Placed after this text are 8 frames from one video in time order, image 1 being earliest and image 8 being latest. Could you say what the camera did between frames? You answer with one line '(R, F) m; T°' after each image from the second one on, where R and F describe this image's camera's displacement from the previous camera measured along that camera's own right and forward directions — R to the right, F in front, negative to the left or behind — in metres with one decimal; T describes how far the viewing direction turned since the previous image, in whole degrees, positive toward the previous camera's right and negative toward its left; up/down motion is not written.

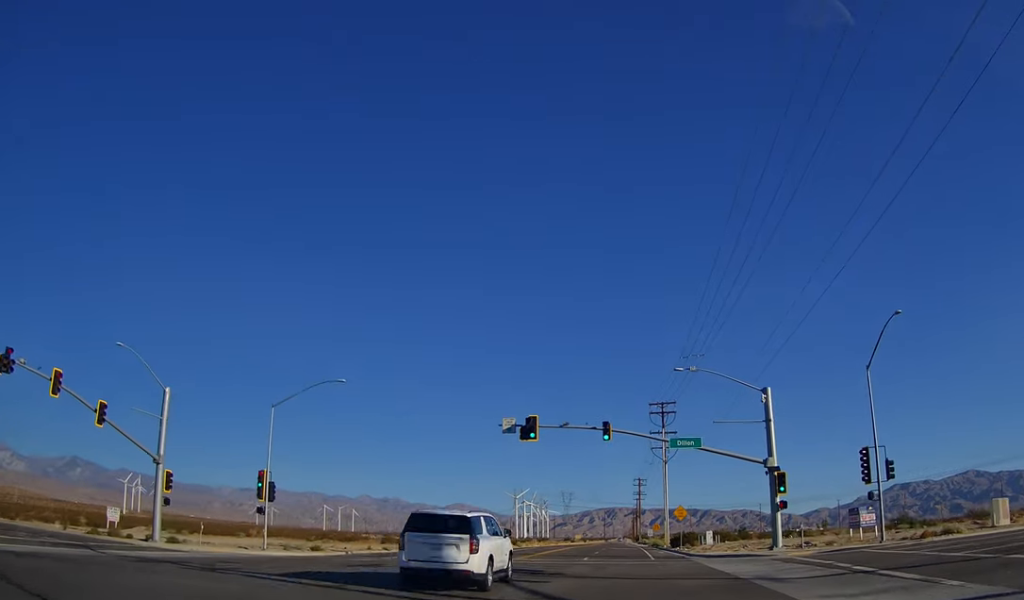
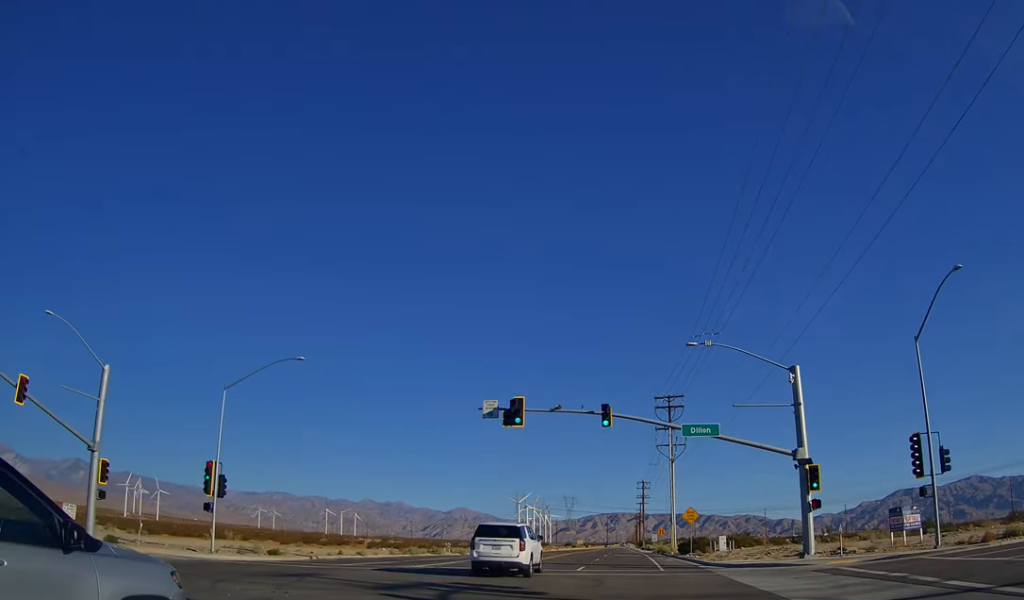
(0.0, +6.2) m; 0°
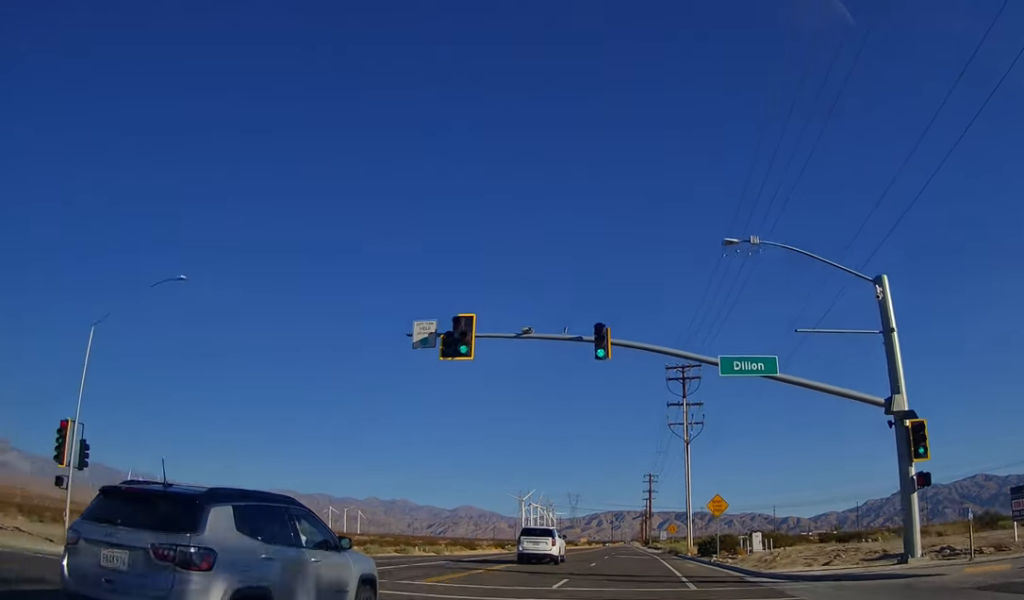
(0.0, +9.7) m; 0°
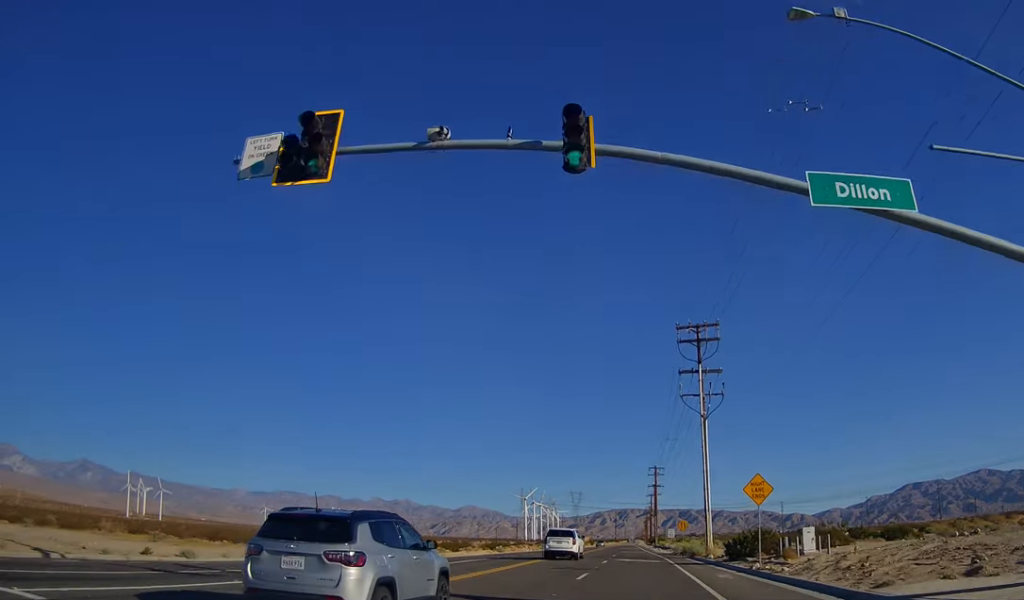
(0.0, +8.4) m; 0°
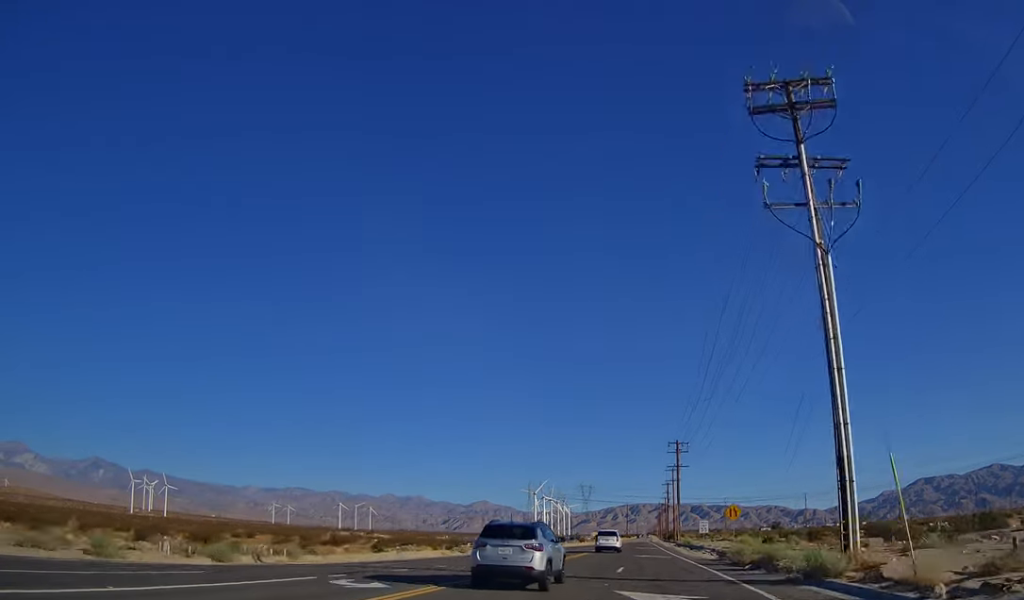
(0.0, +24.0) m; 0°
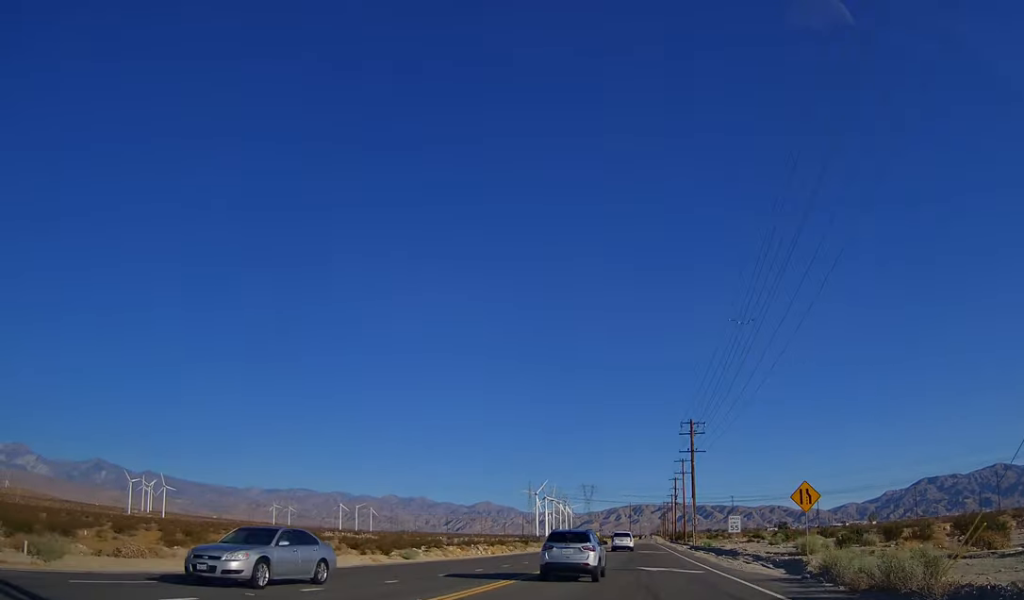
(0.0, +15.4) m; 0°
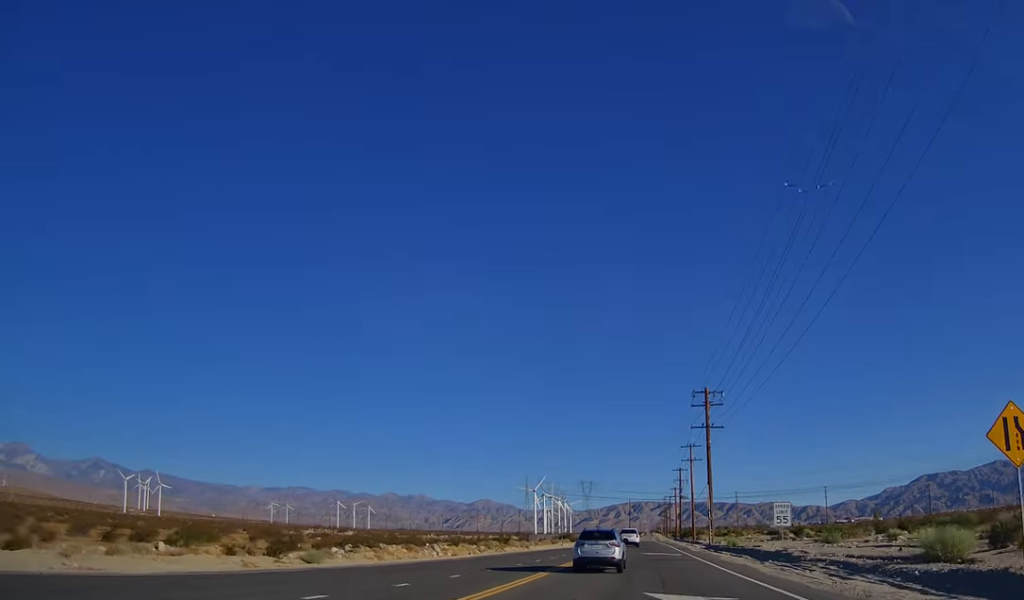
(0.0, +14.7) m; 0°
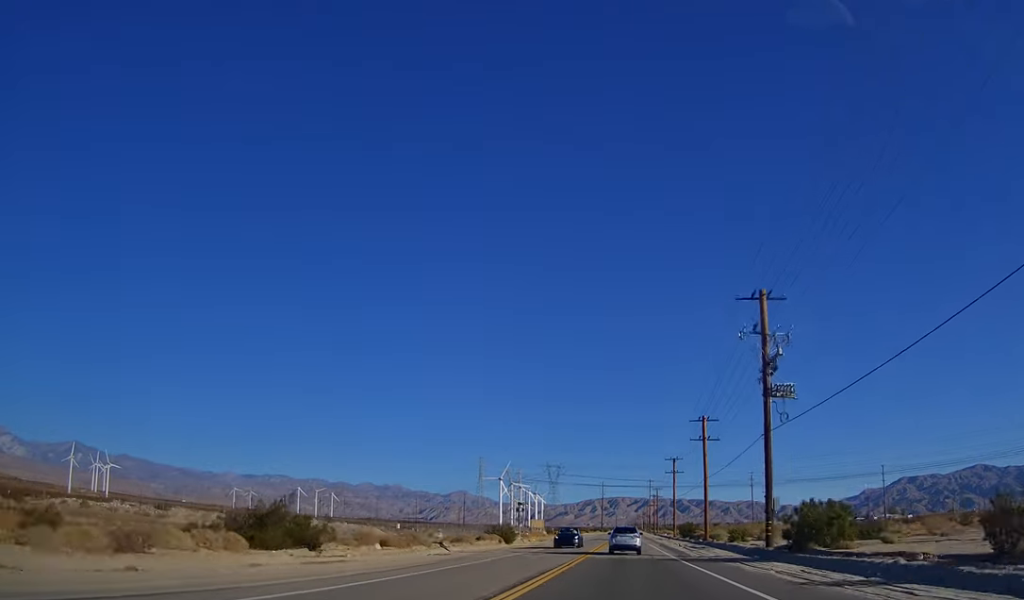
(-0.3, +97.1) m; 0°
